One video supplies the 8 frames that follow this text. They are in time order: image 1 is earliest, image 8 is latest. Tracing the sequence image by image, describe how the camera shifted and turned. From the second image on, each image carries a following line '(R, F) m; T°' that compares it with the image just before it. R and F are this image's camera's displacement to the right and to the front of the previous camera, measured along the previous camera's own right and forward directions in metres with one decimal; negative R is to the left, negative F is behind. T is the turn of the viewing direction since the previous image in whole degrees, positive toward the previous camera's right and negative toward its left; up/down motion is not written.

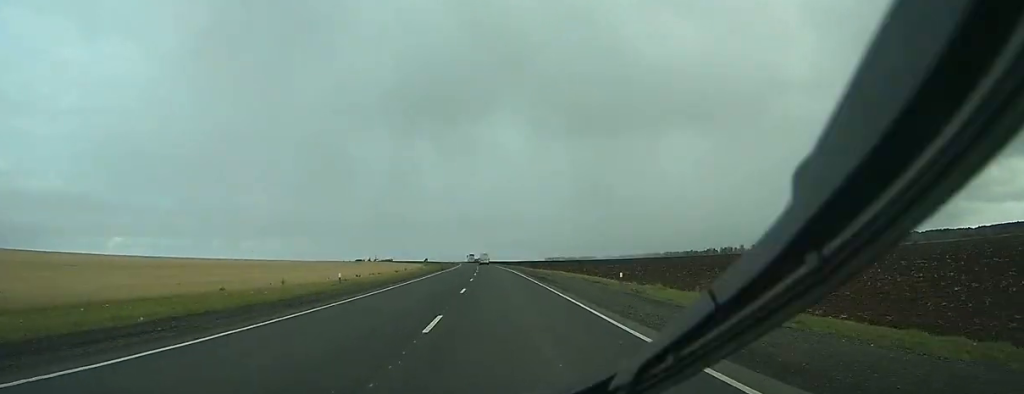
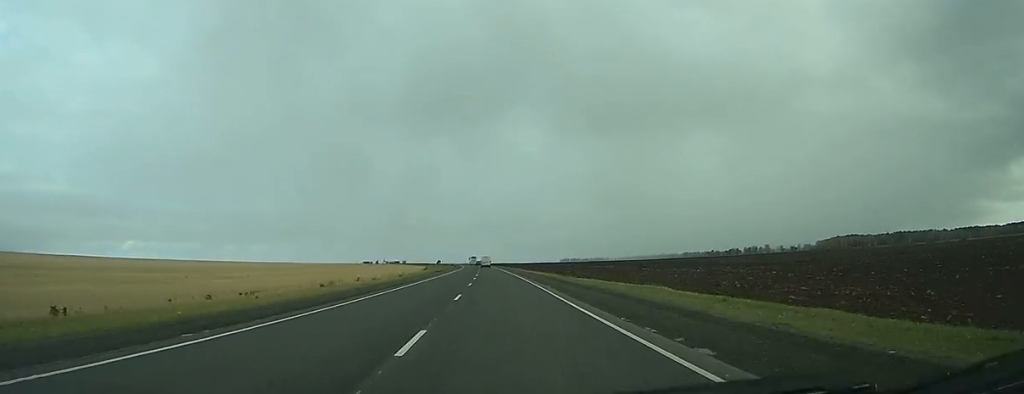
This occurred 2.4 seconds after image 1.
(-0.6, +60.2) m; -1°
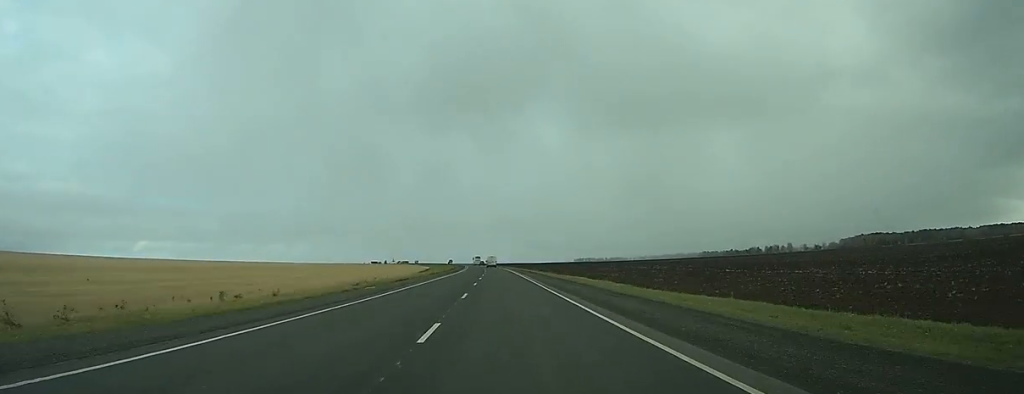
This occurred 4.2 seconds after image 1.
(-0.4, +48.8) m; 0°
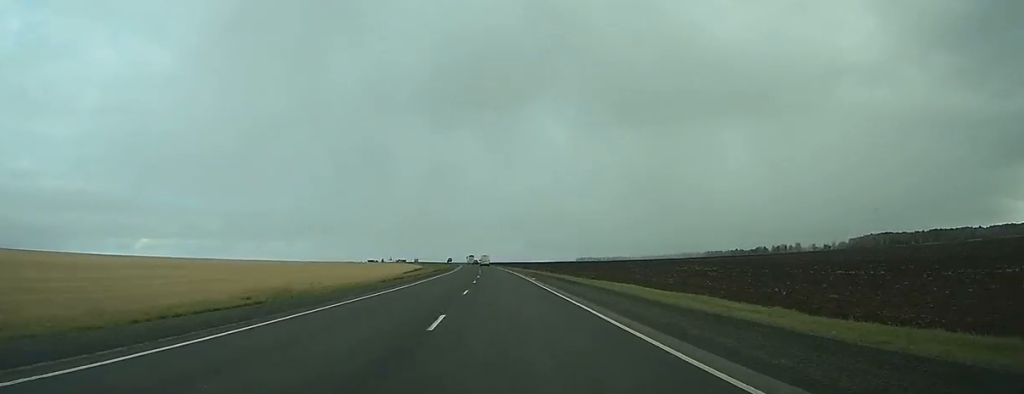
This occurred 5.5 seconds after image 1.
(0.0, +36.0) m; 0°
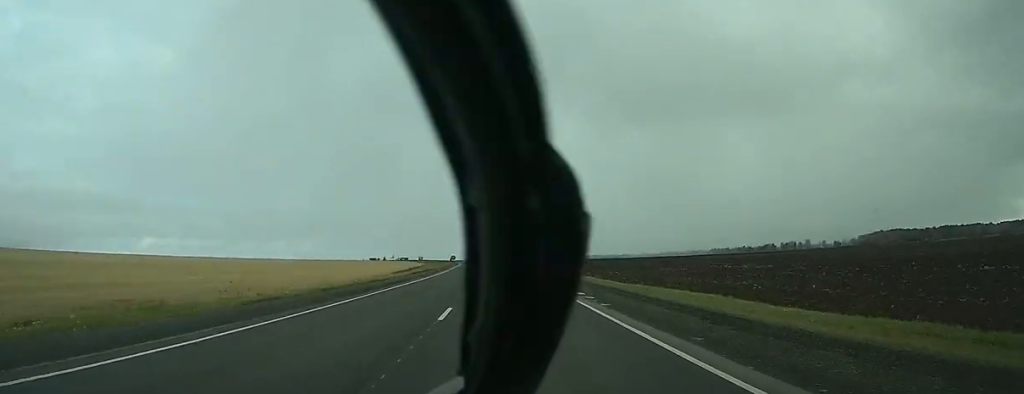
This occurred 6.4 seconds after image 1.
(+0.1, +23.3) m; 0°
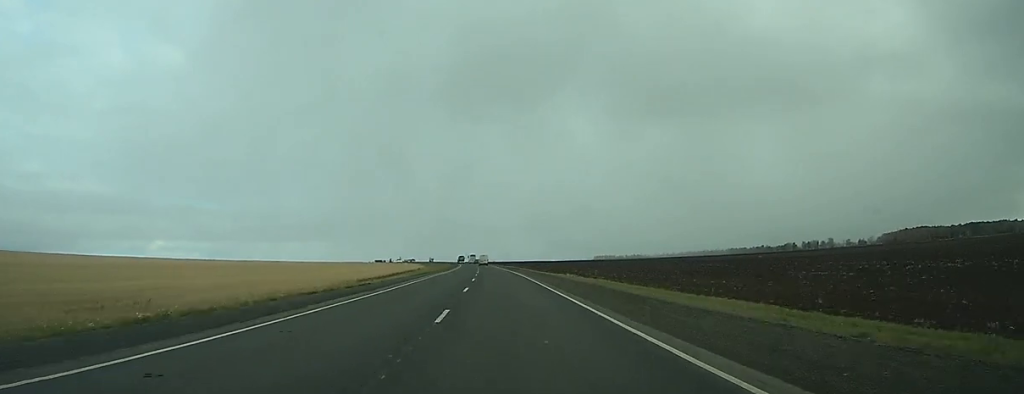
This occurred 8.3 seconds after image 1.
(-0.4, +48.2) m; -1°
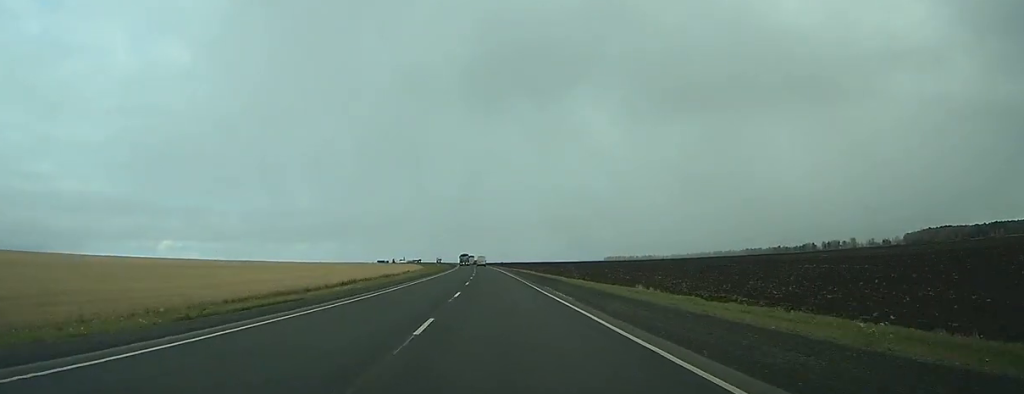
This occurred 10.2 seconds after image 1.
(-0.1, +47.9) m; -1°
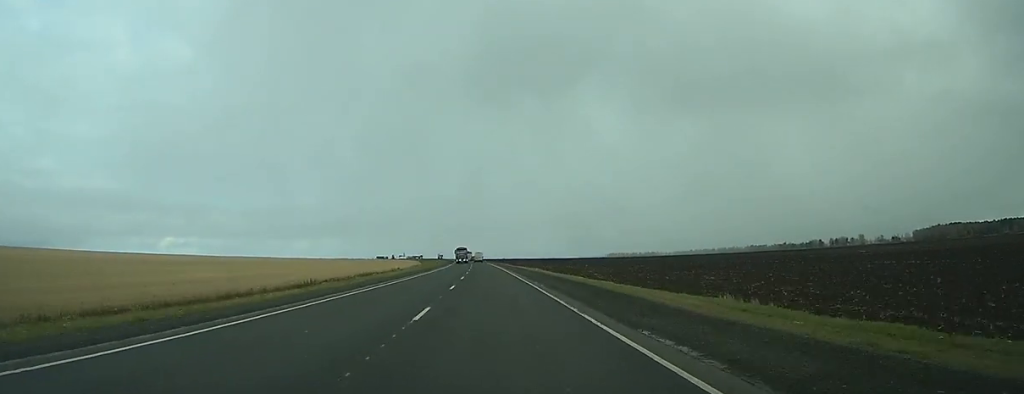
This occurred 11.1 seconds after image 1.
(-0.2, +21.3) m; 0°
